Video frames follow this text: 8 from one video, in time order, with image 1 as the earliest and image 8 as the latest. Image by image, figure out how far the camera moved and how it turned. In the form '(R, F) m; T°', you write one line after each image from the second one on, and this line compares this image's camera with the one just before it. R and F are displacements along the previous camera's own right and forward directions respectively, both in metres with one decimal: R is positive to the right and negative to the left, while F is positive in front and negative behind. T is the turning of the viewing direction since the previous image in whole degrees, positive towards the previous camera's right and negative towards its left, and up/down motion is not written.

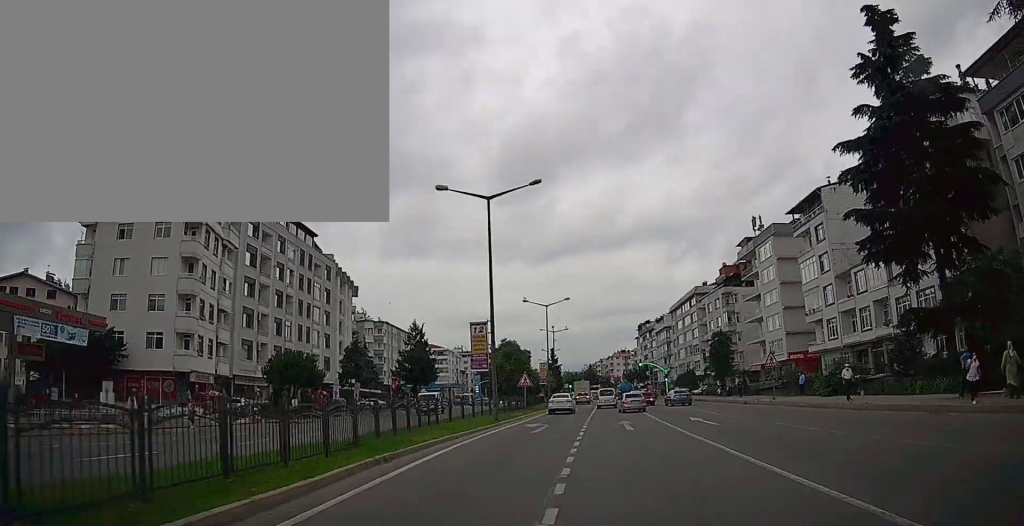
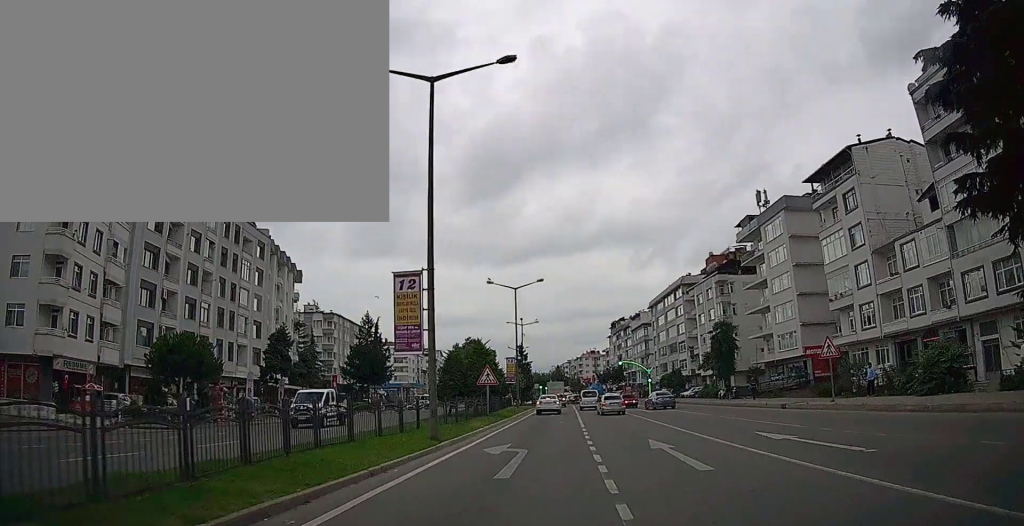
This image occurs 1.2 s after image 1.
(+0.4, +11.6) m; +3°
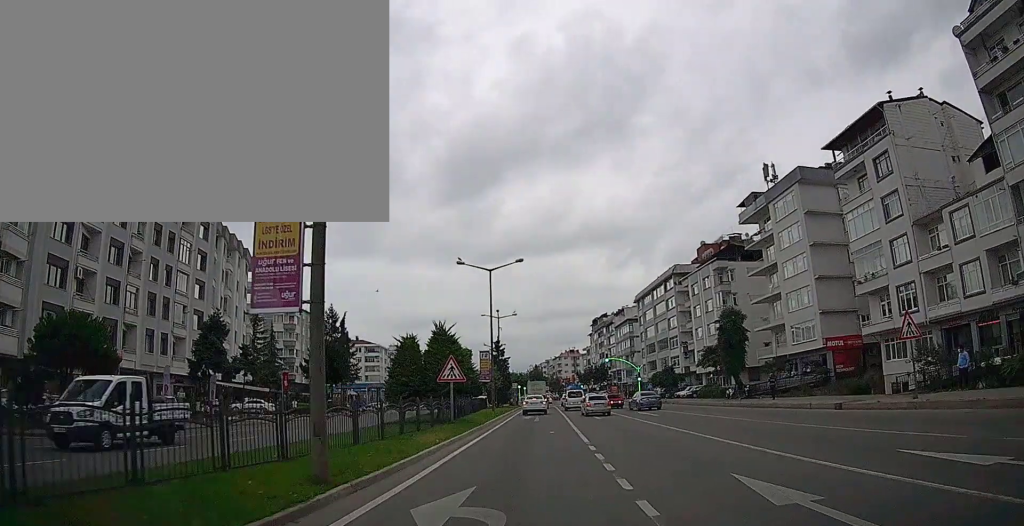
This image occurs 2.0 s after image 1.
(+0.1, +7.9) m; +1°
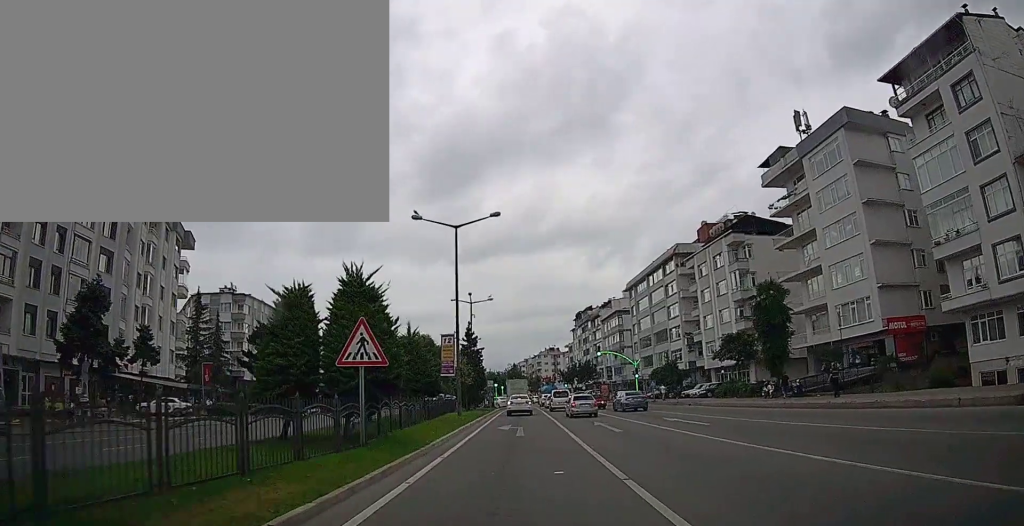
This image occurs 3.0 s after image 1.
(+0.2, +11.6) m; +2°
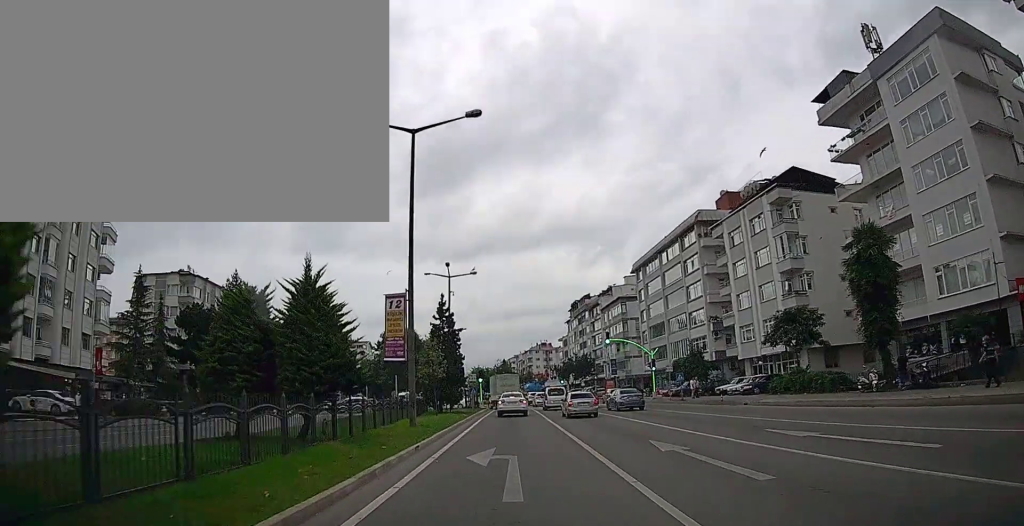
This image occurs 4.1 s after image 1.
(+0.3, +12.3) m; +2°
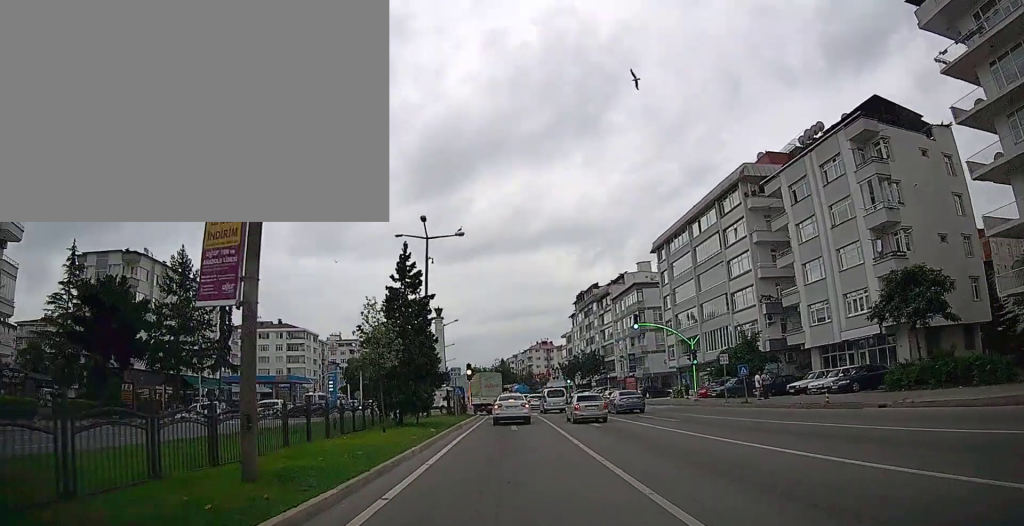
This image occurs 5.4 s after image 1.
(+0.2, +13.5) m; +1°
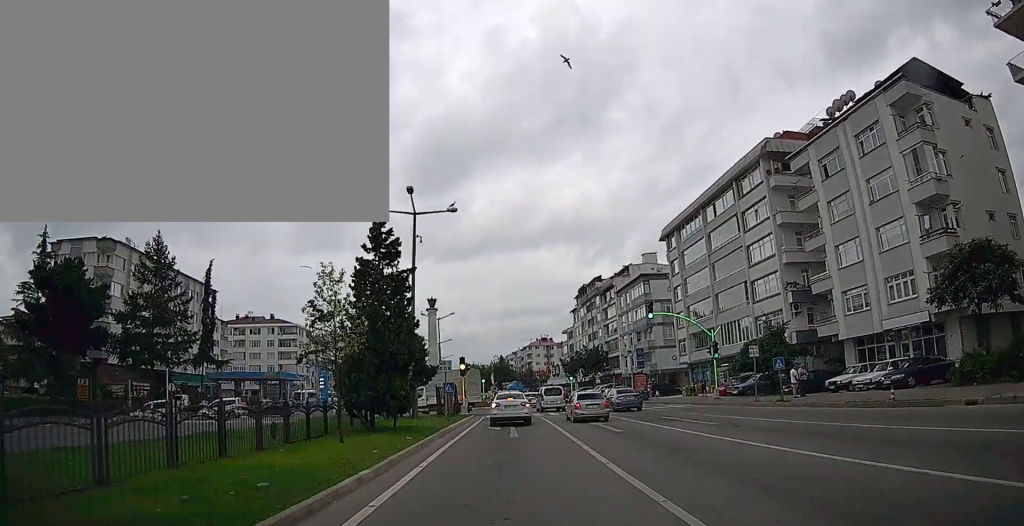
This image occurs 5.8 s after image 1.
(0.0, +4.9) m; 0°
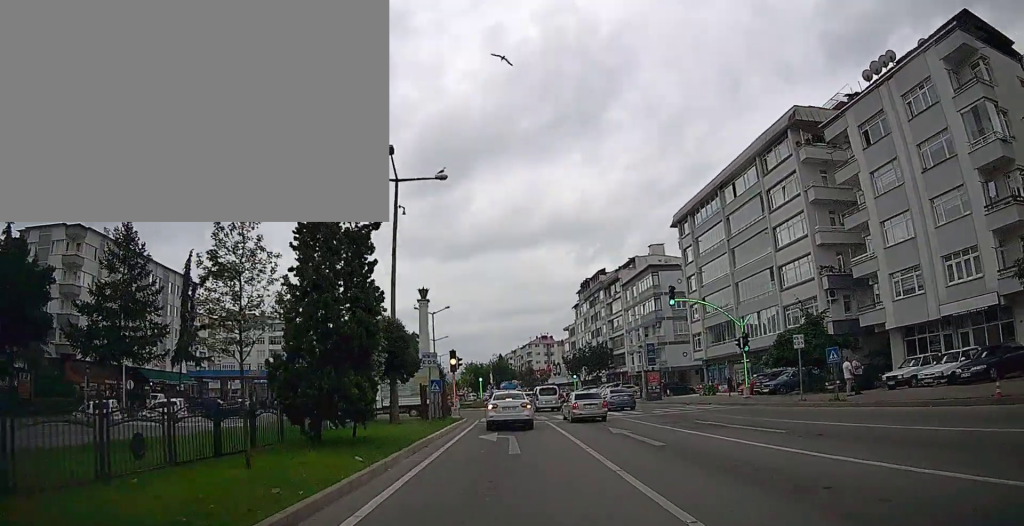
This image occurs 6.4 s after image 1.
(-0.1, +5.2) m; 0°
